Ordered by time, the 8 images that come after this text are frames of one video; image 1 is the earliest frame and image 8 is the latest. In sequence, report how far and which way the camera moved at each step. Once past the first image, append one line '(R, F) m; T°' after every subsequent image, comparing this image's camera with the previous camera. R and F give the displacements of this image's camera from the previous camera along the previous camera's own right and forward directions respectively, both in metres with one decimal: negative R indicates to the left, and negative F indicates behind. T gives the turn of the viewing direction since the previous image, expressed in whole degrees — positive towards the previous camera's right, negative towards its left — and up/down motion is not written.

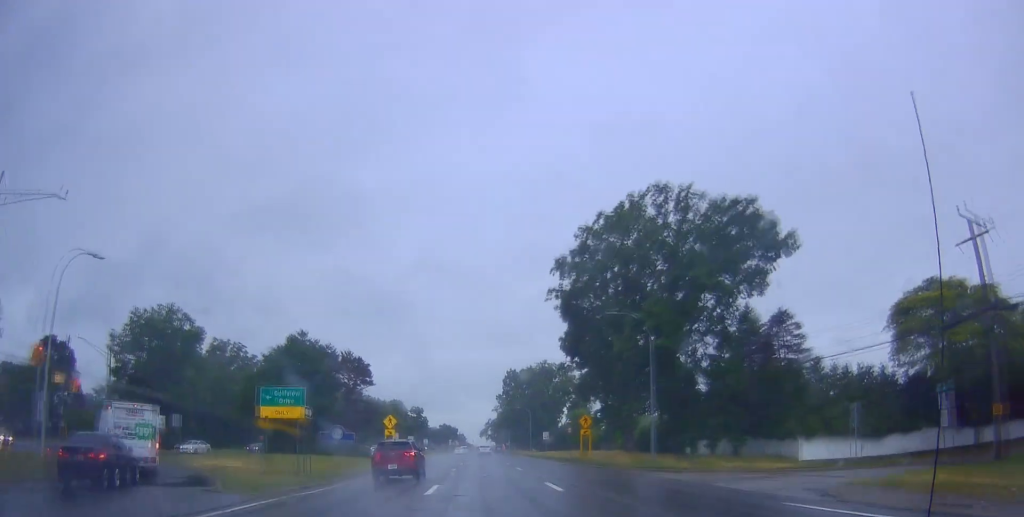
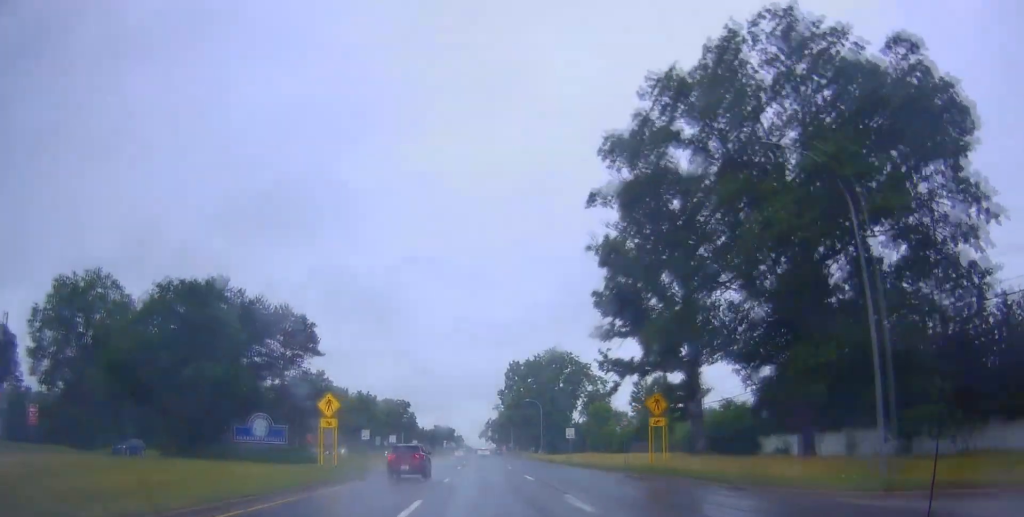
(+0.2, +20.0) m; 0°
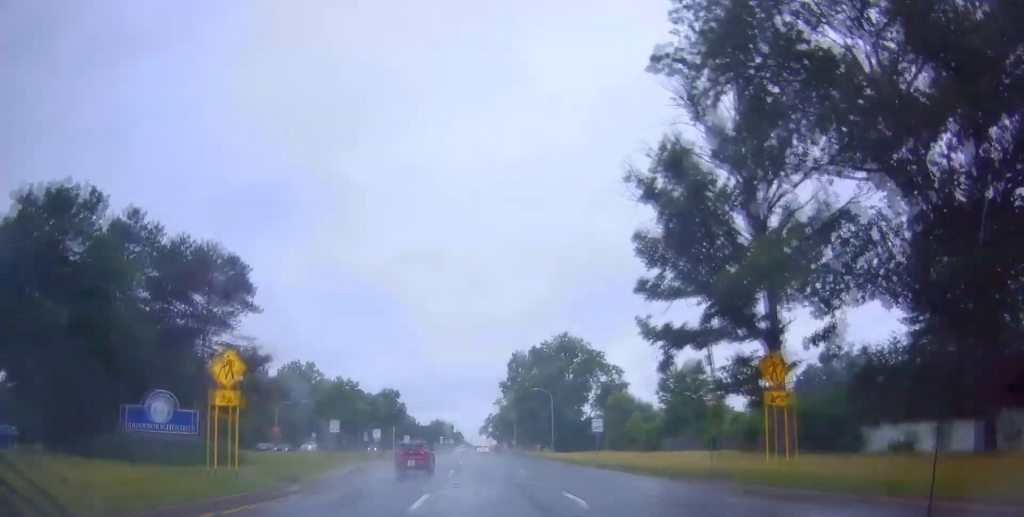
(-0.3, +12.2) m; 0°
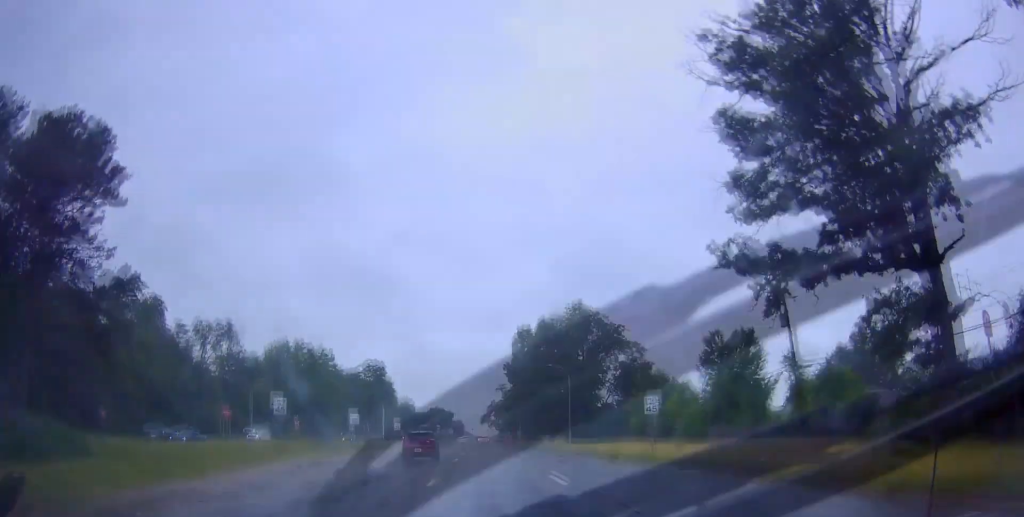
(+0.4, +12.8) m; +1°
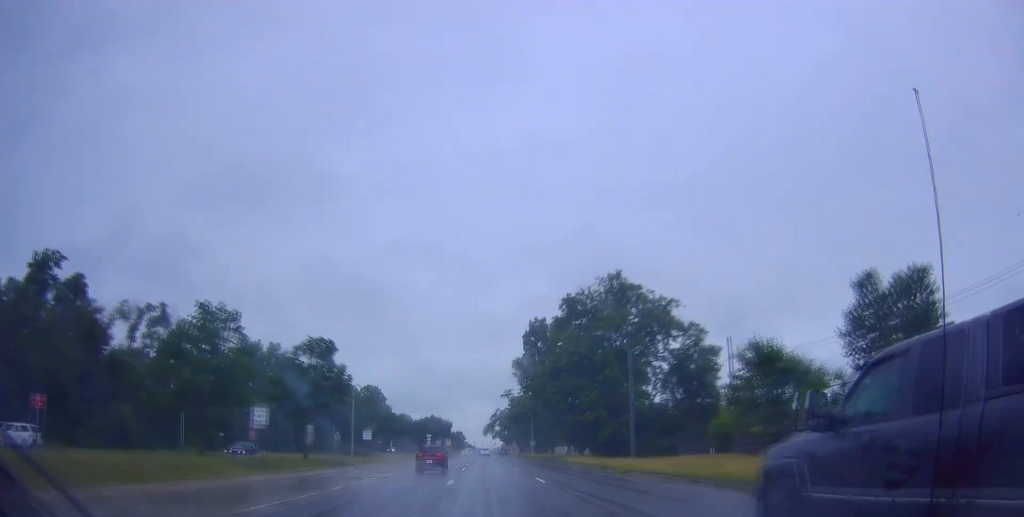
(-0.2, +23.7) m; -2°
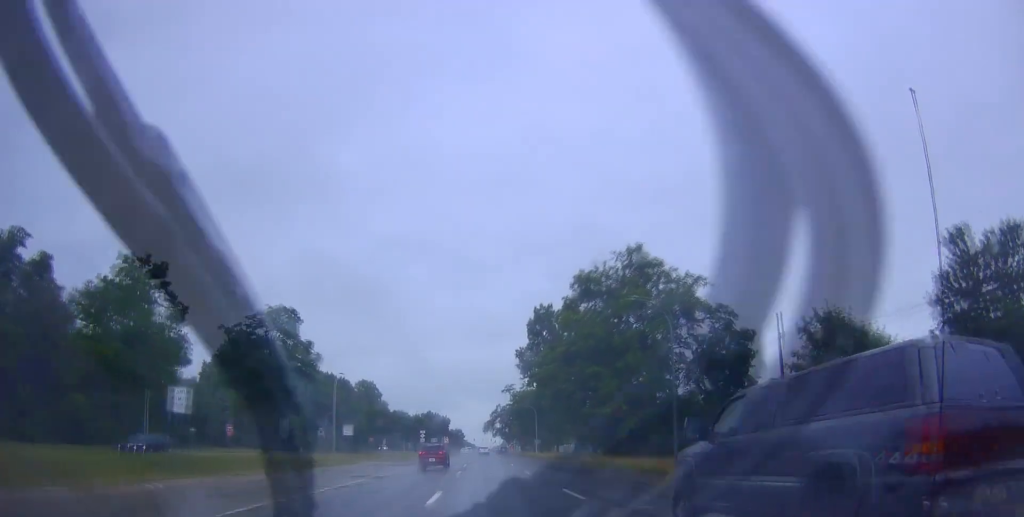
(-0.3, +8.6) m; 0°
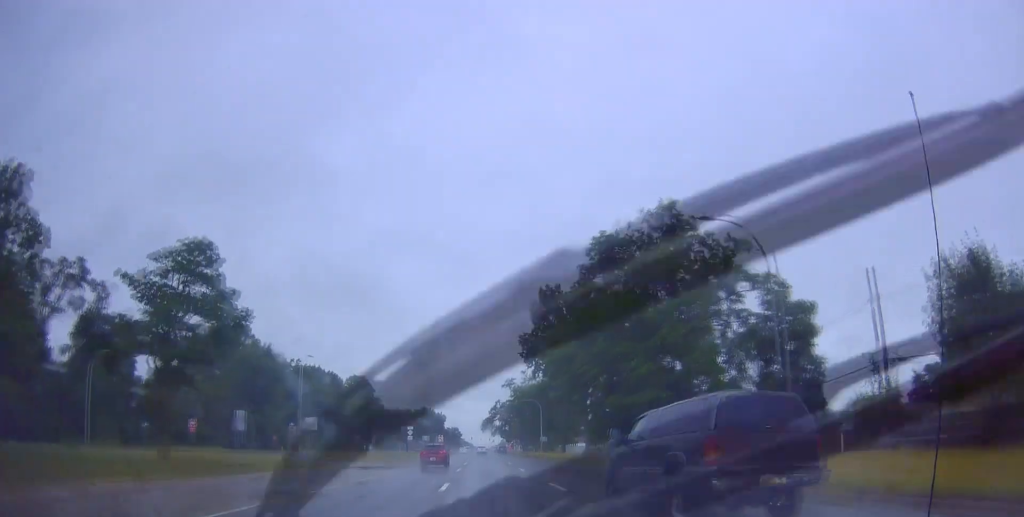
(+0.1, +11.0) m; +1°
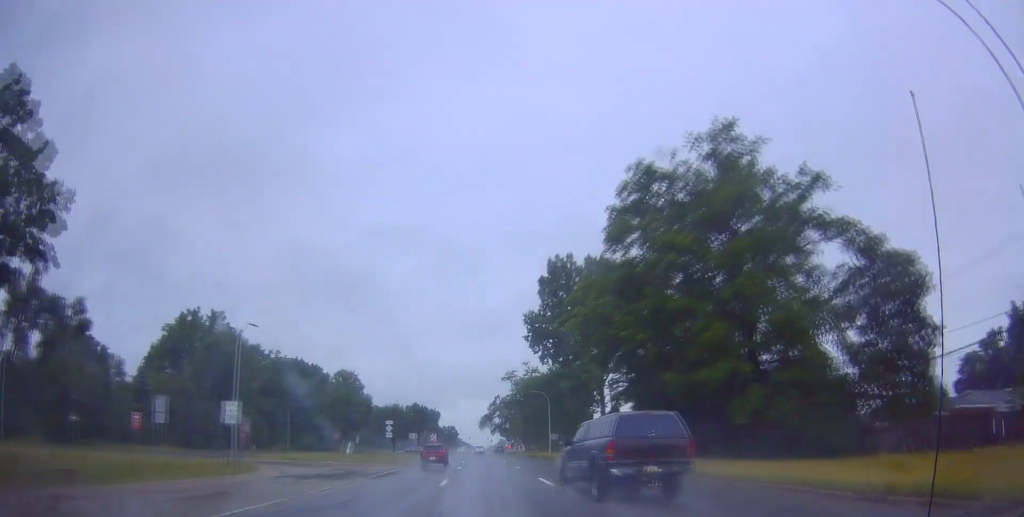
(+0.2, +12.8) m; +1°
